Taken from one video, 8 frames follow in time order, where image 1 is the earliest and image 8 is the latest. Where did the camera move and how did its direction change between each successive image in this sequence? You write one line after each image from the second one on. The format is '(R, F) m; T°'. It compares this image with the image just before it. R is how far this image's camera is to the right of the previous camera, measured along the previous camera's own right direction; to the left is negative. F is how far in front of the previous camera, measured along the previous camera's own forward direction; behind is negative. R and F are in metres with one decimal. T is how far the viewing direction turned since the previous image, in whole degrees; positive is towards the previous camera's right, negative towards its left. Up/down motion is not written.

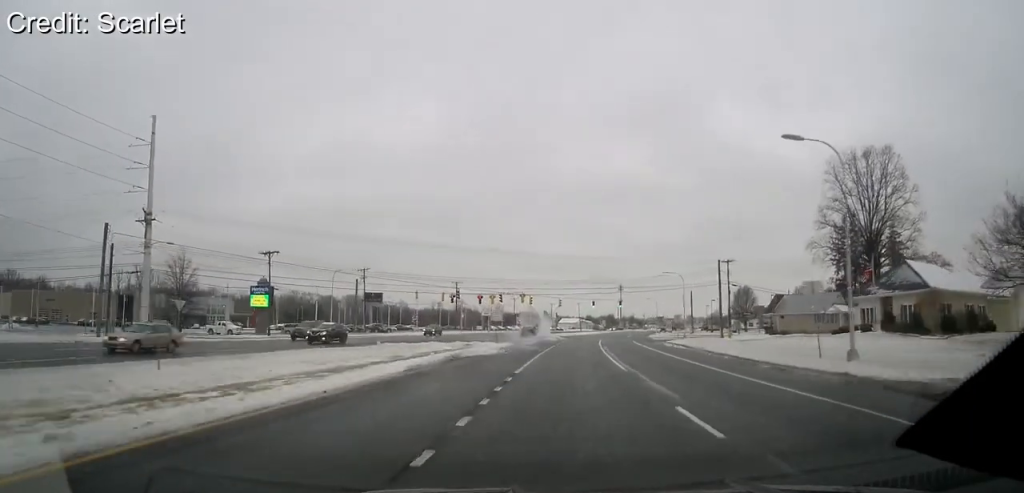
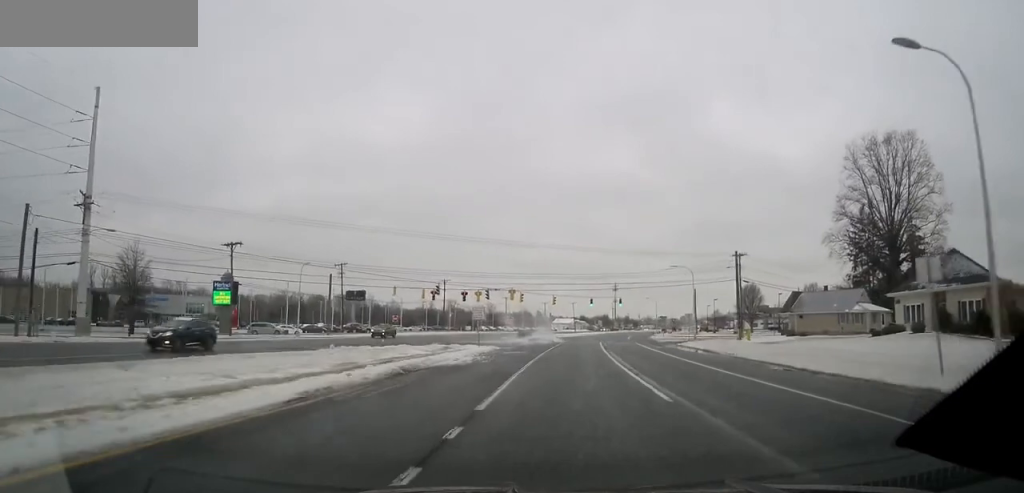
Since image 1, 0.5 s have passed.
(+0.1, +9.3) m; +1°
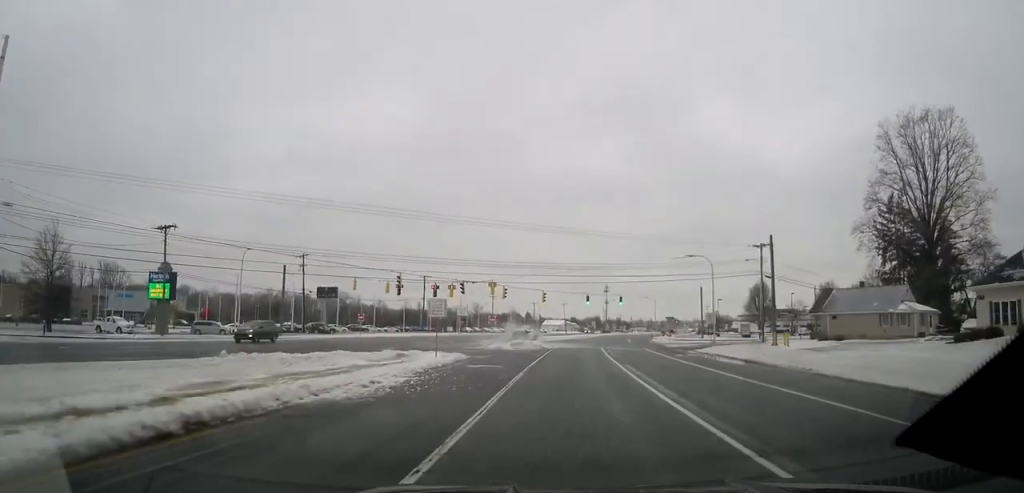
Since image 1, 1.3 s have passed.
(-0.1, +13.3) m; +1°
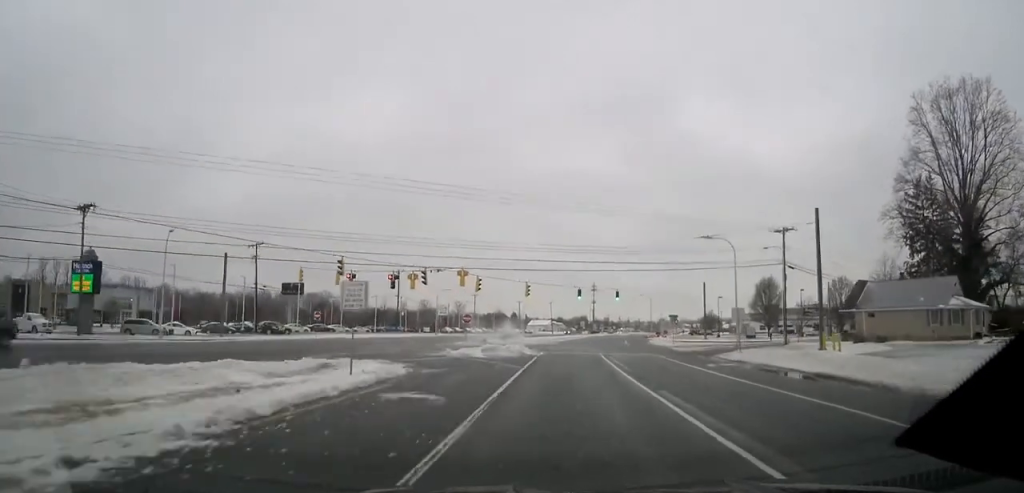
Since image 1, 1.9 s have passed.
(+0.3, +11.0) m; +1°
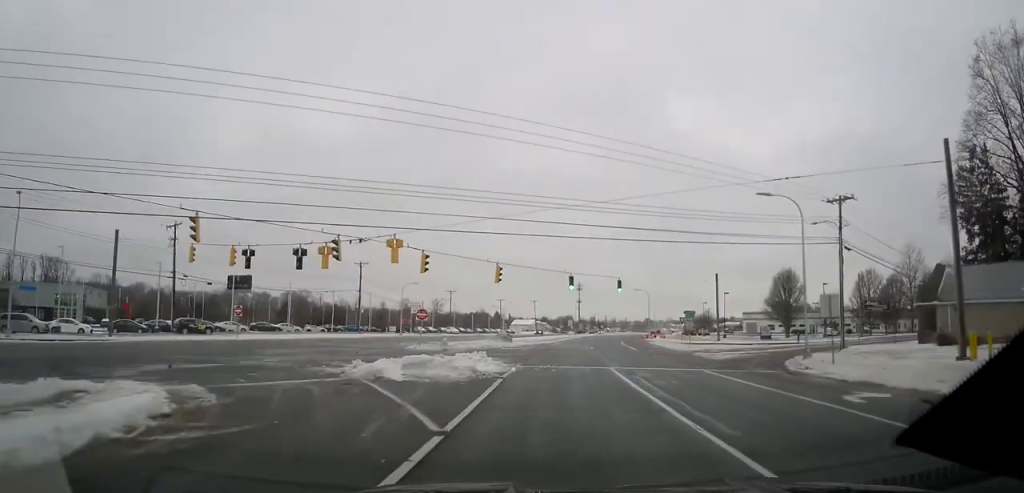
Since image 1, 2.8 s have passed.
(+0.2, +14.8) m; +1°
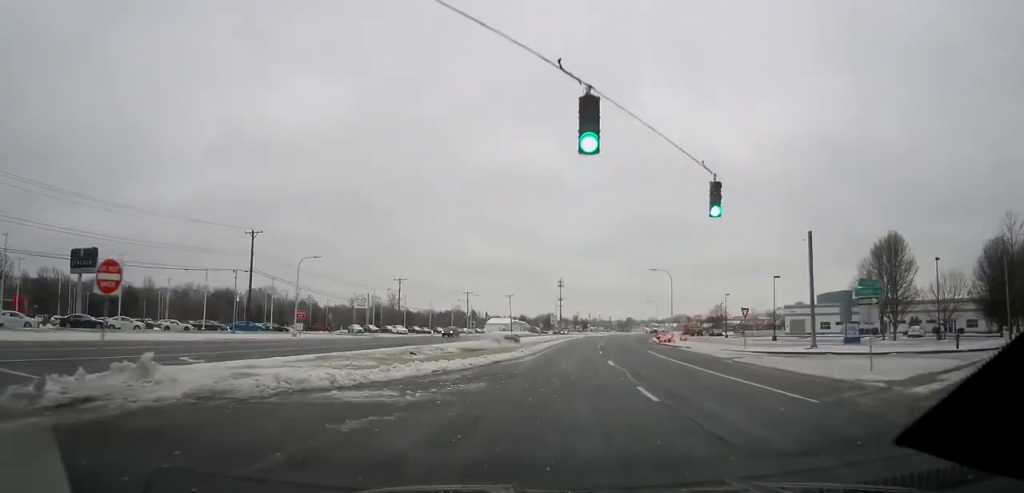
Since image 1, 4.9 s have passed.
(+0.9, +32.8) m; +3°
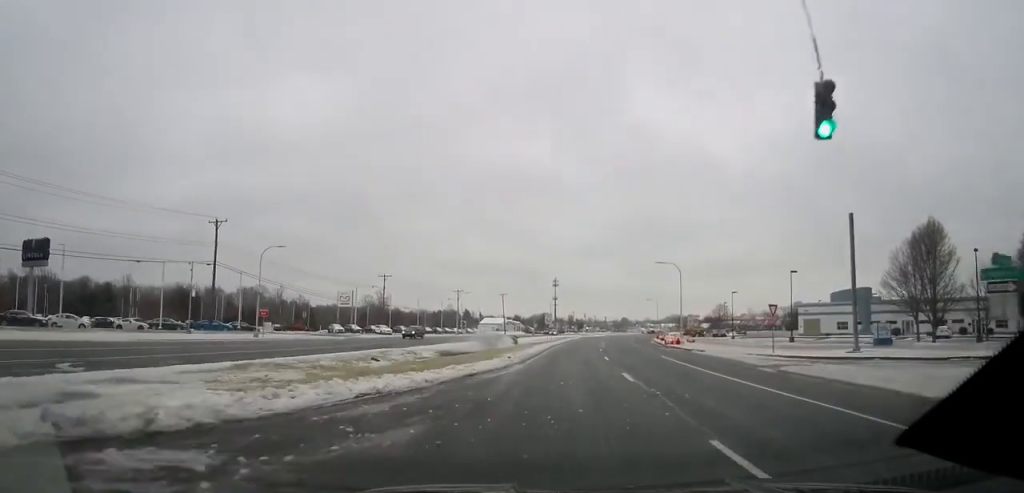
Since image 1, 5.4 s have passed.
(0.0, +7.2) m; +1°
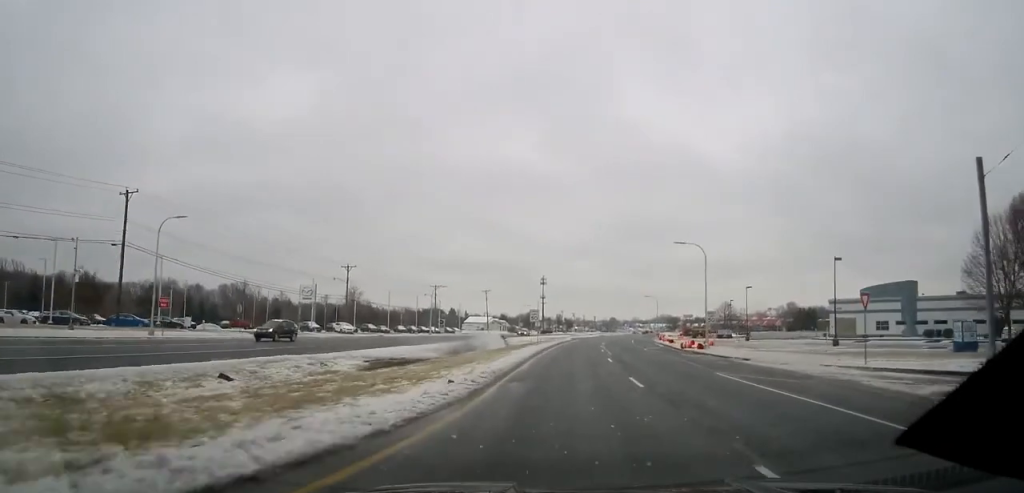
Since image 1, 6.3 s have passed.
(+0.1, +14.2) m; +1°
